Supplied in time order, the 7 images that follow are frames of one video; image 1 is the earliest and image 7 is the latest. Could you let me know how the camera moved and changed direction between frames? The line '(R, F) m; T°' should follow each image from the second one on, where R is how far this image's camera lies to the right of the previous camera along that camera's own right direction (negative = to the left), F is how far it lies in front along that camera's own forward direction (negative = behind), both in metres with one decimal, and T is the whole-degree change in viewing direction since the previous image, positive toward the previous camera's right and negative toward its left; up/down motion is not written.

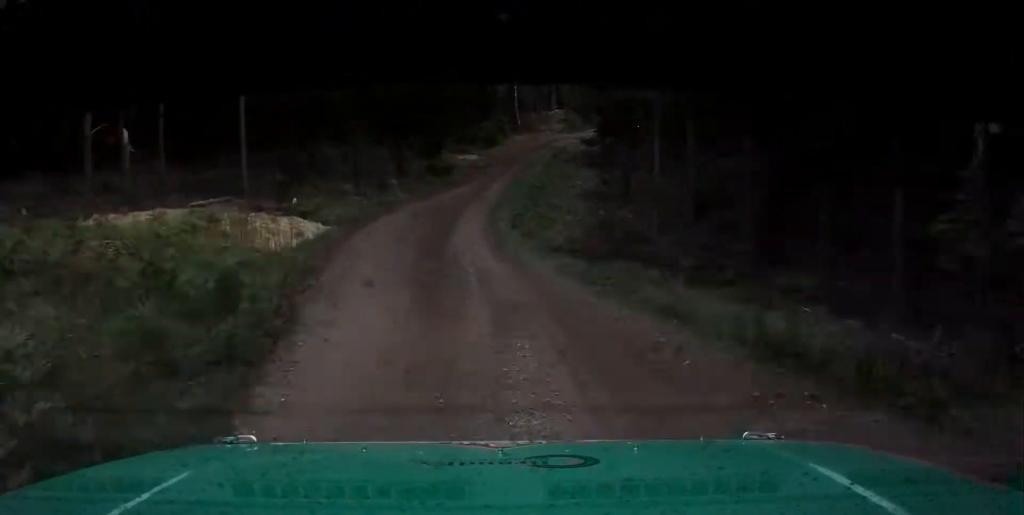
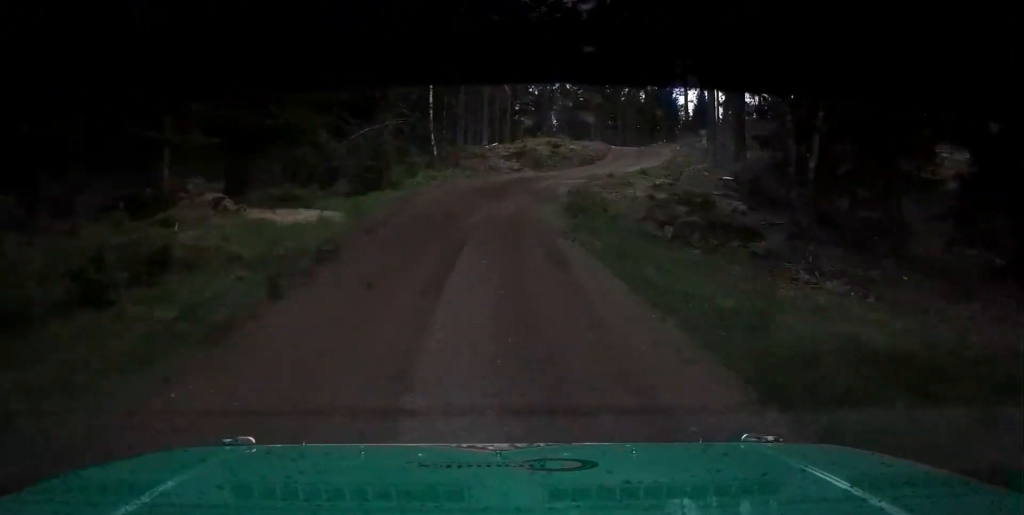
(-1.5, +40.5) m; 0°
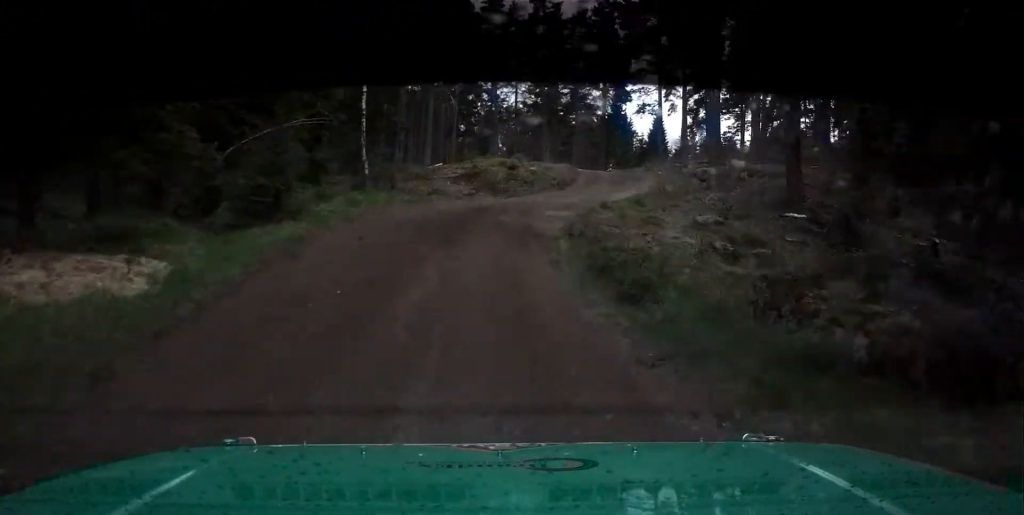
(0.0, +9.9) m; +1°
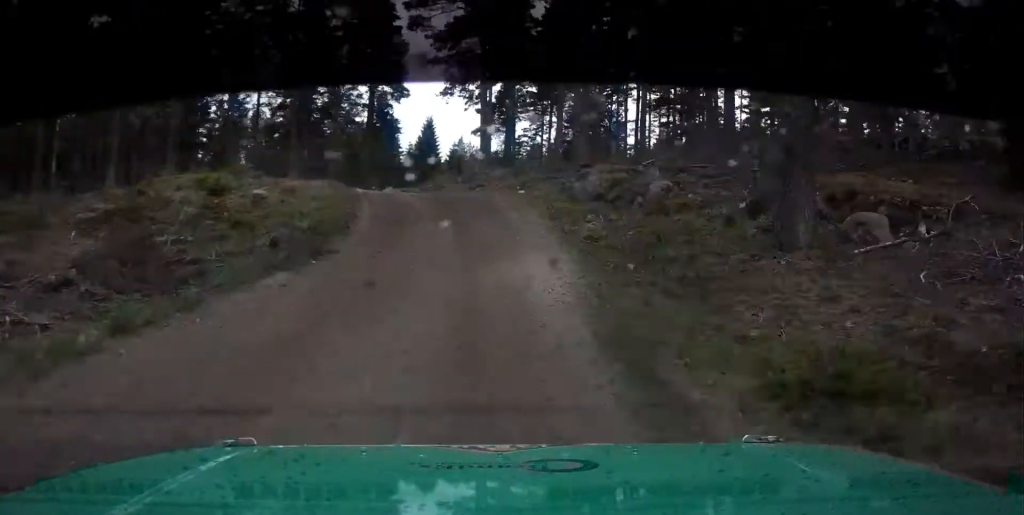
(+1.6, +28.6) m; +8°
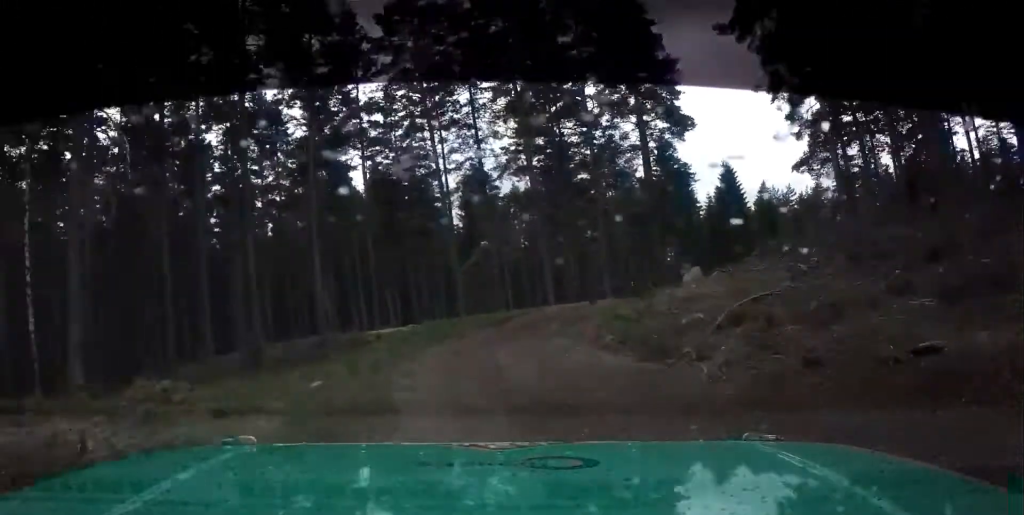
(+2.9, +27.4) m; +7°
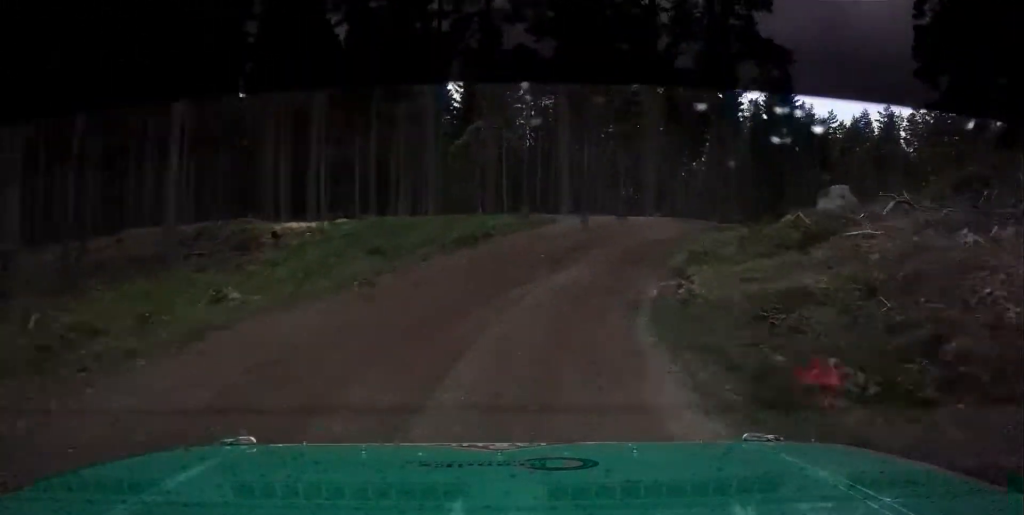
(-0.7, +19.4) m; -1°
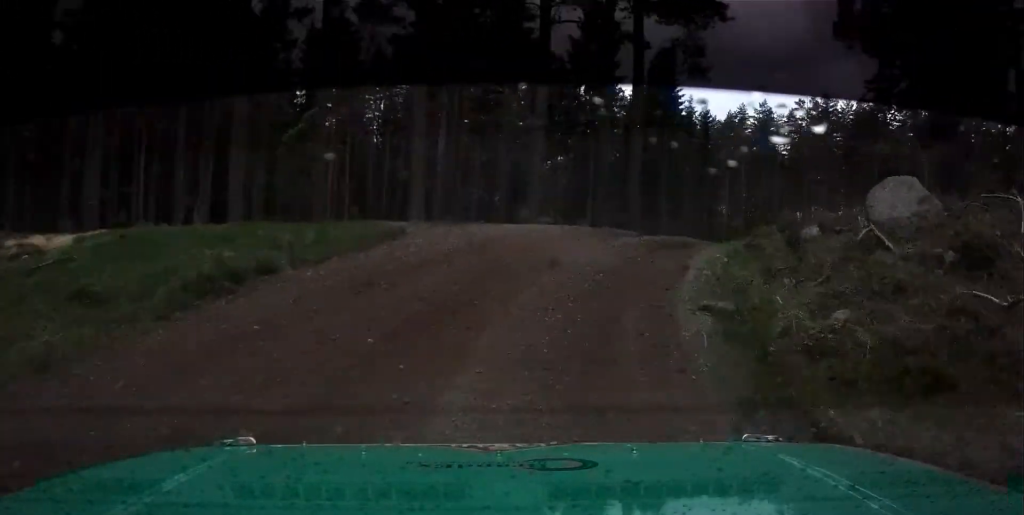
(+0.3, +8.6) m; +7°
